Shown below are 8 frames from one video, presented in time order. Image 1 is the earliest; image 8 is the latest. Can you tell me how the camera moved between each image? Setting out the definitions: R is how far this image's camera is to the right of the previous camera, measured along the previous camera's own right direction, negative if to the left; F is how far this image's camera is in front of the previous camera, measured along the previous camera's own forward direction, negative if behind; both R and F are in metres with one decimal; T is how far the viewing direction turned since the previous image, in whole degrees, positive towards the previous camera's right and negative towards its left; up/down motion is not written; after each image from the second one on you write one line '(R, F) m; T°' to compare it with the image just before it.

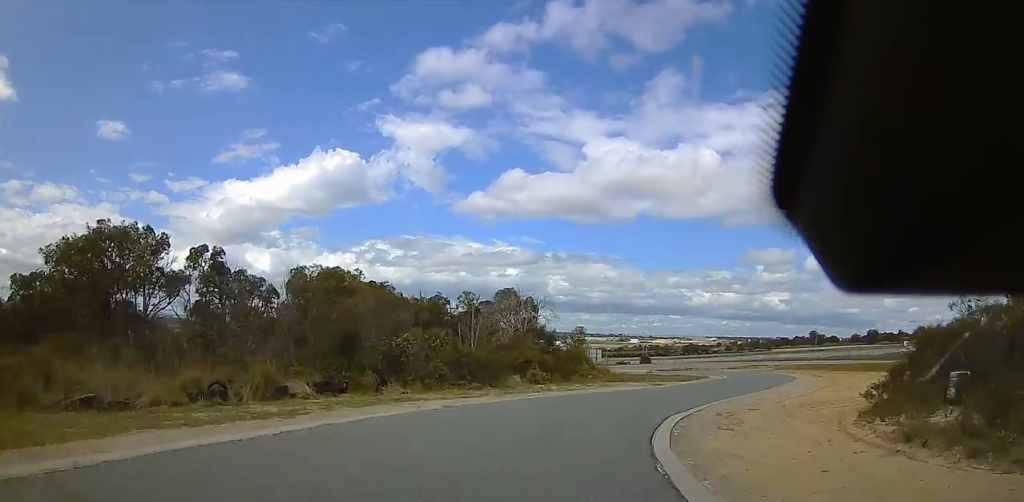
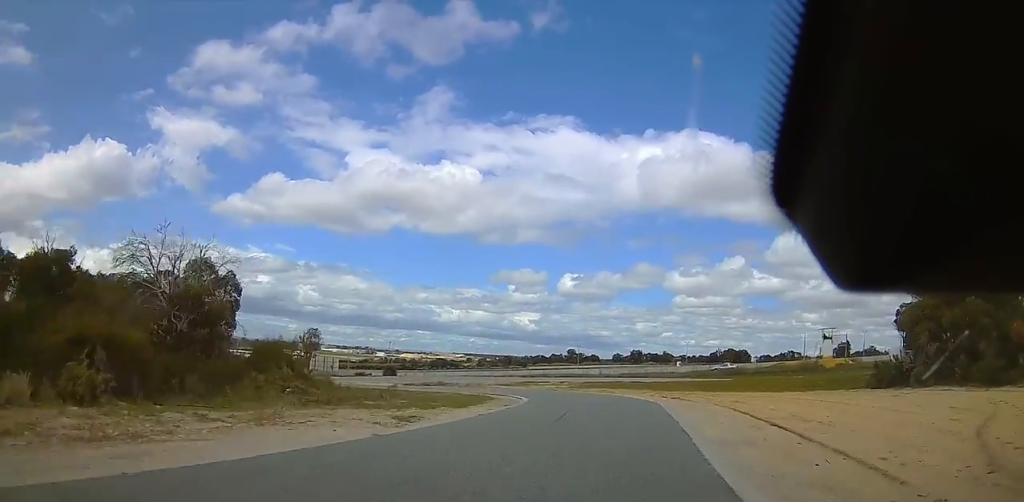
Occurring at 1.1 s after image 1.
(+4.4, +21.8) m; +13°
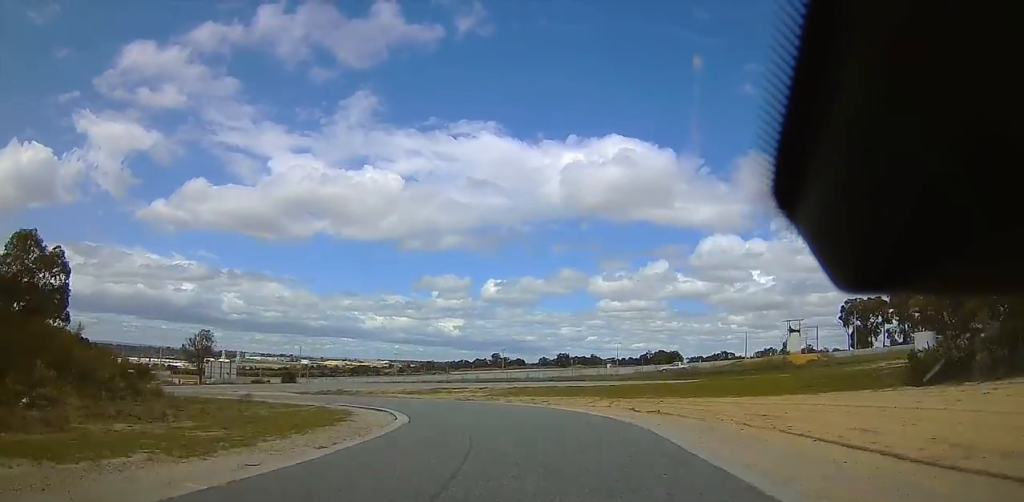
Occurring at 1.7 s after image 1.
(+0.2, +12.3) m; +2°
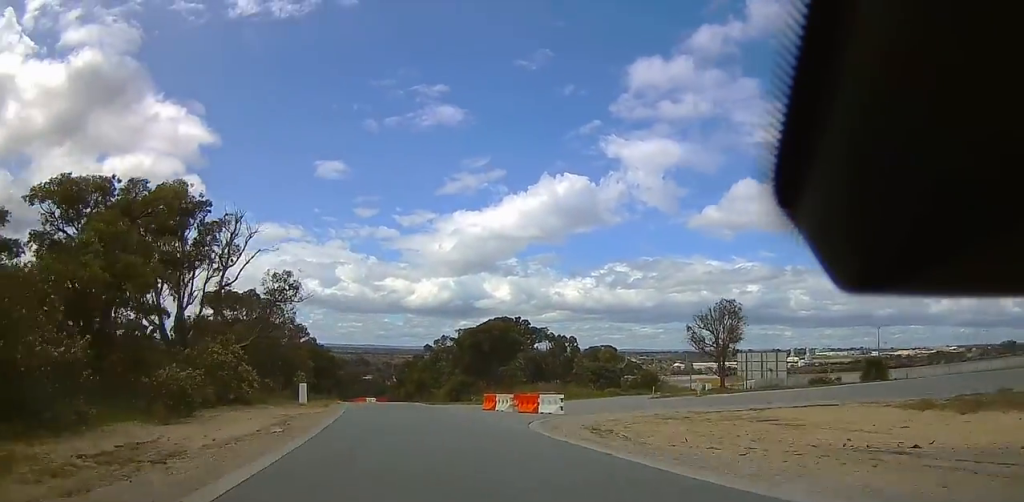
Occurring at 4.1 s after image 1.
(-7.1, +41.6) m; -35°
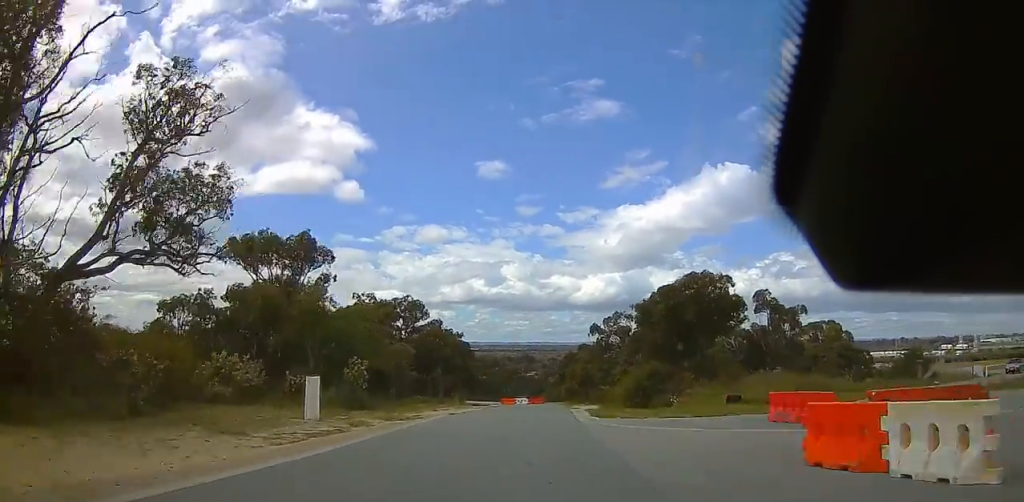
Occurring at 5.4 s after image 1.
(-5.1, +24.4) m; -18°
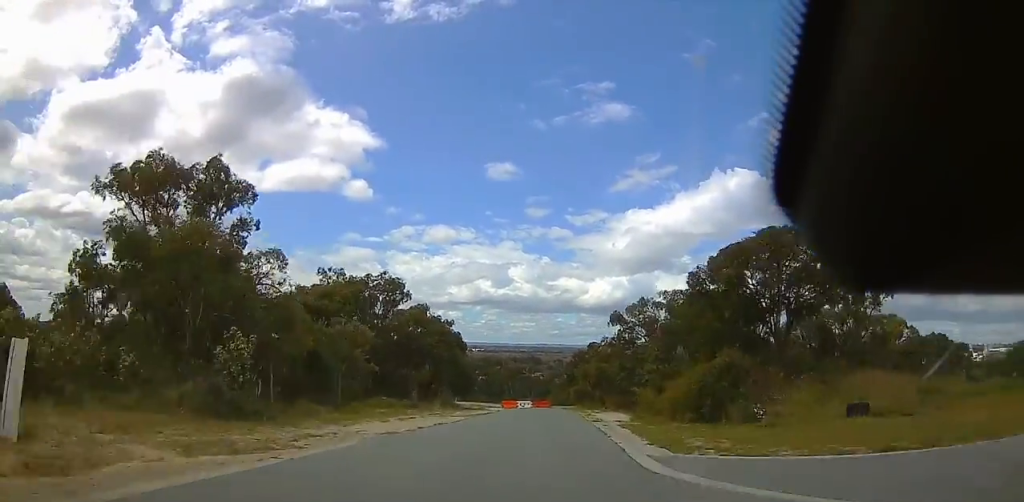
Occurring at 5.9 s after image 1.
(-1.3, +12.0) m; -3°
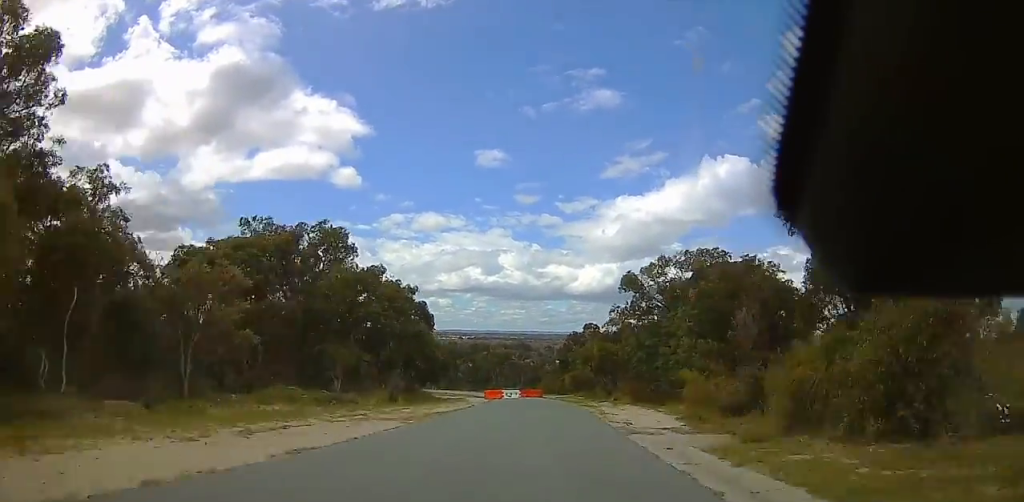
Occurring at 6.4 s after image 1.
(0.0, +12.2) m; 0°
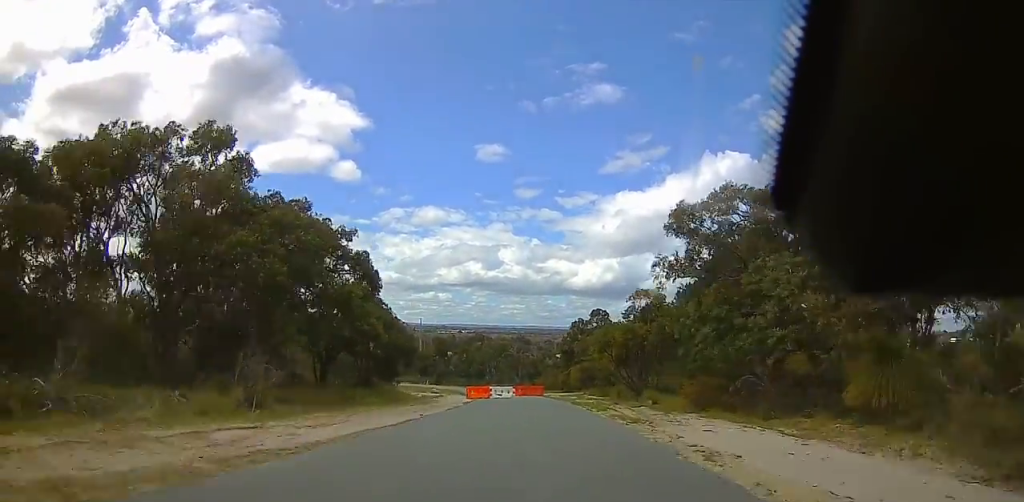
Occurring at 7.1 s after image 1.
(+0.3, +15.9) m; +1°
